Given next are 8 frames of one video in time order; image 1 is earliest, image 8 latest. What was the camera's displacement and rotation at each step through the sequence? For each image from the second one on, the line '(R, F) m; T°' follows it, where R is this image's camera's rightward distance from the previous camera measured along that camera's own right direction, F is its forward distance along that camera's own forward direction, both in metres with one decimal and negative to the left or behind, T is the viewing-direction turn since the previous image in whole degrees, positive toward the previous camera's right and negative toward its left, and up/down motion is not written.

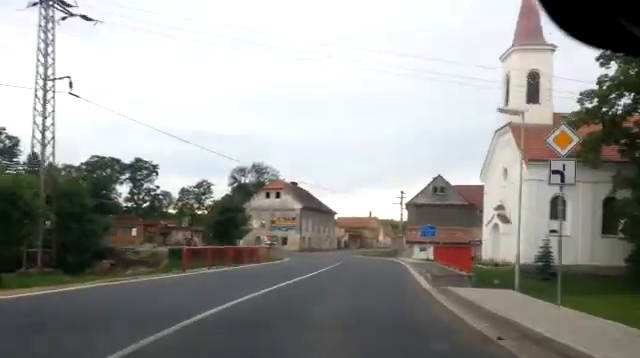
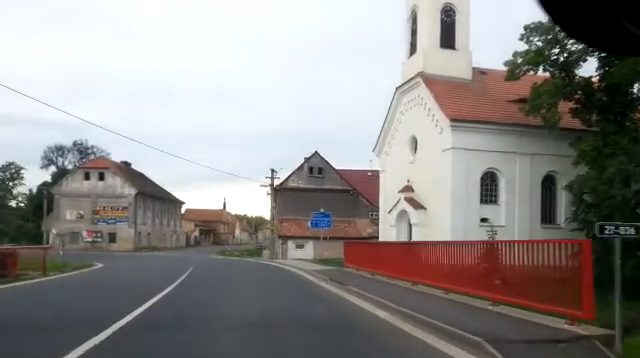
(+3.2, +11.8) m; +19°
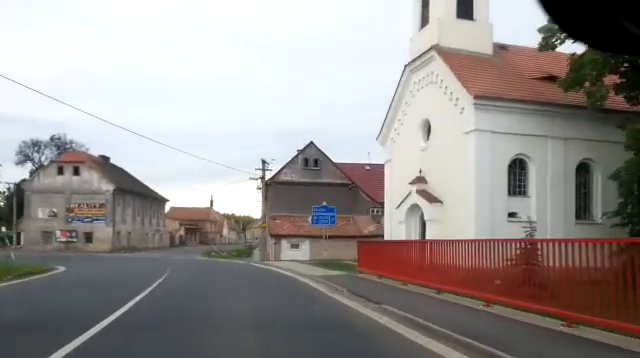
(-0.1, +3.7) m; +1°
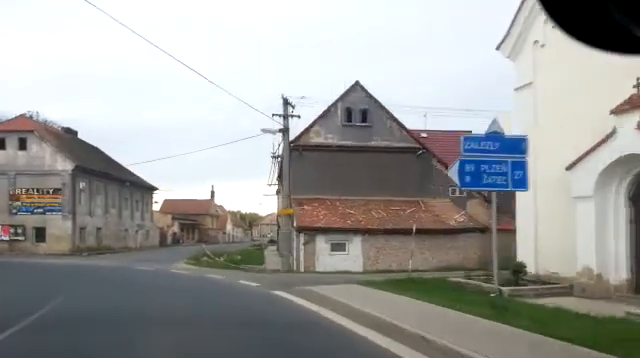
(+0.2, +13.5) m; +3°
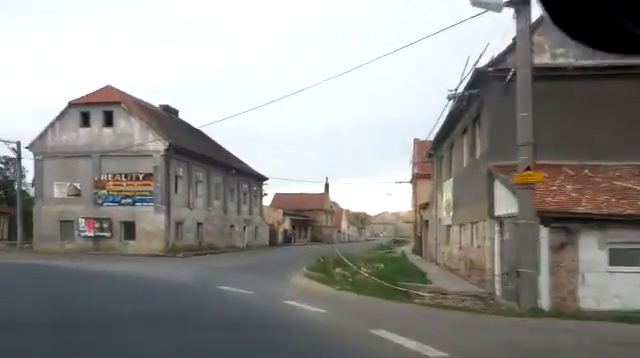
(0.0, +10.6) m; -2°
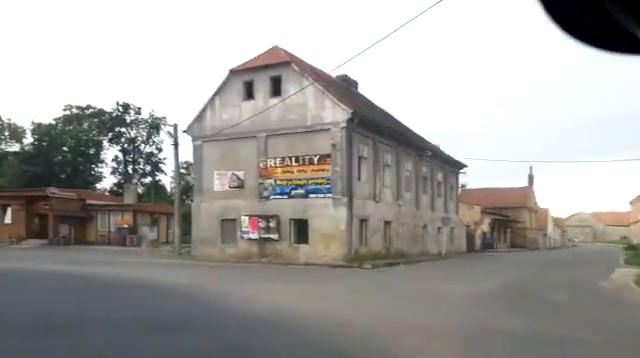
(-0.3, +10.2) m; -10°
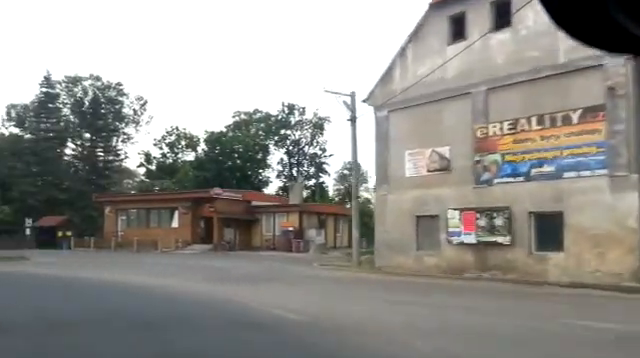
(-1.0, +8.0) m; -10°
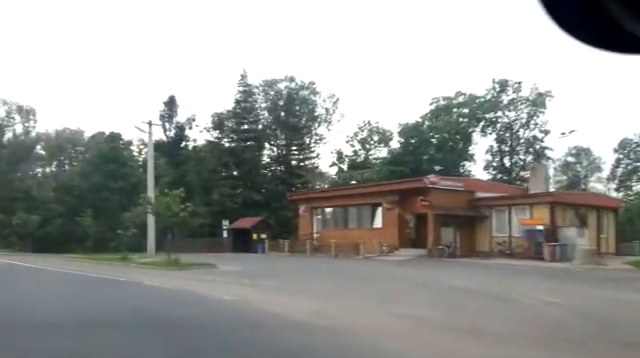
(-0.8, +8.5) m; -20°
